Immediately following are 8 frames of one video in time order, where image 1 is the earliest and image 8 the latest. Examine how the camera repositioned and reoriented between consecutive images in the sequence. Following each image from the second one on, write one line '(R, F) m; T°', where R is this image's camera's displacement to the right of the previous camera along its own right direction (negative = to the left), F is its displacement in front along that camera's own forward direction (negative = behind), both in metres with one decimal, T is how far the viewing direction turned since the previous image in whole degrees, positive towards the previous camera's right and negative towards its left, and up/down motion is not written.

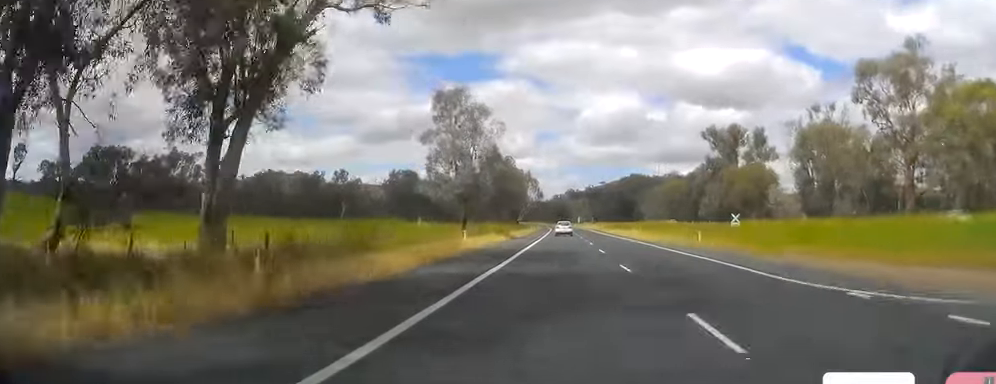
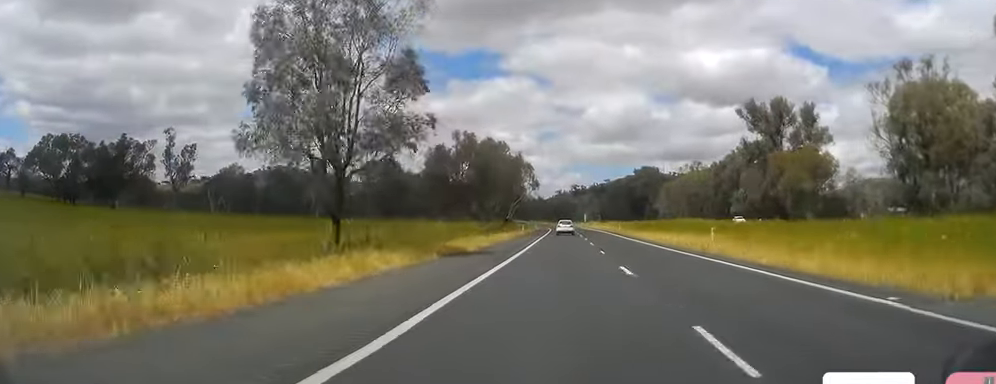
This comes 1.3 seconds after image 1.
(-0.7, +37.4) m; -1°
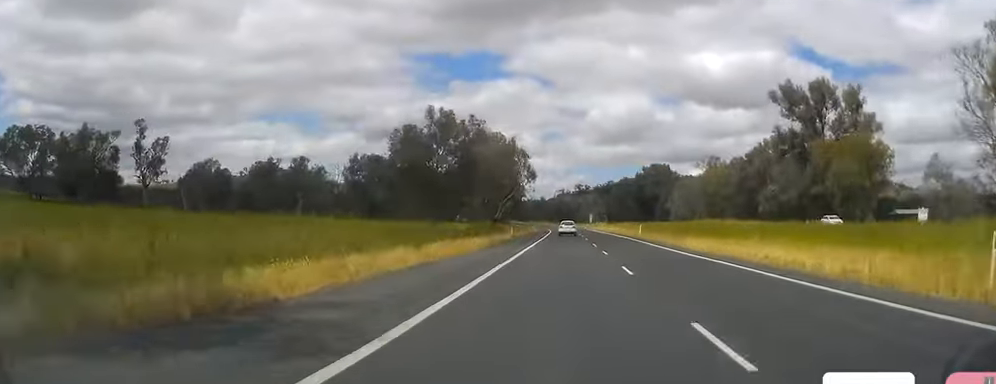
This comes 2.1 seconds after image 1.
(+0.2, +23.9) m; +1°
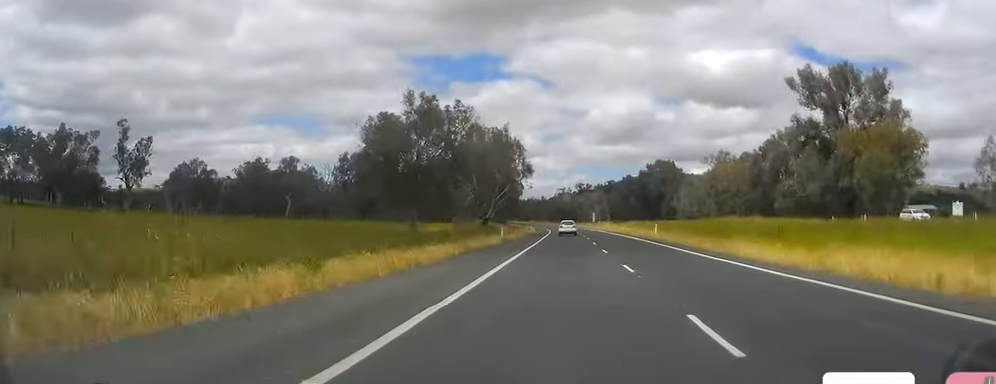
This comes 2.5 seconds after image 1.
(0.0, +11.5) m; 0°
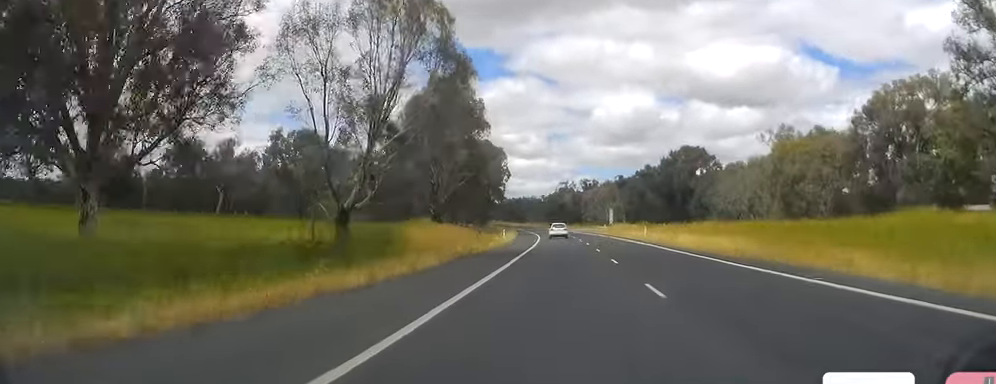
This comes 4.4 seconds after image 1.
(-0.3, +54.7) m; -1°
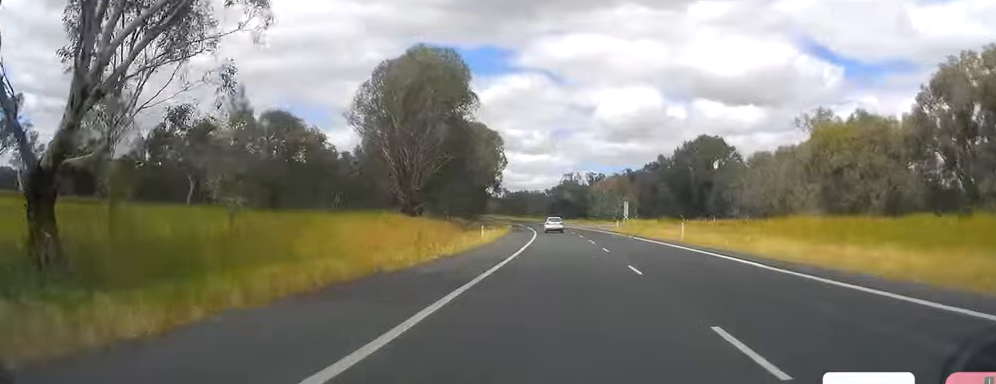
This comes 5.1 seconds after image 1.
(+0.1, +19.2) m; 0°
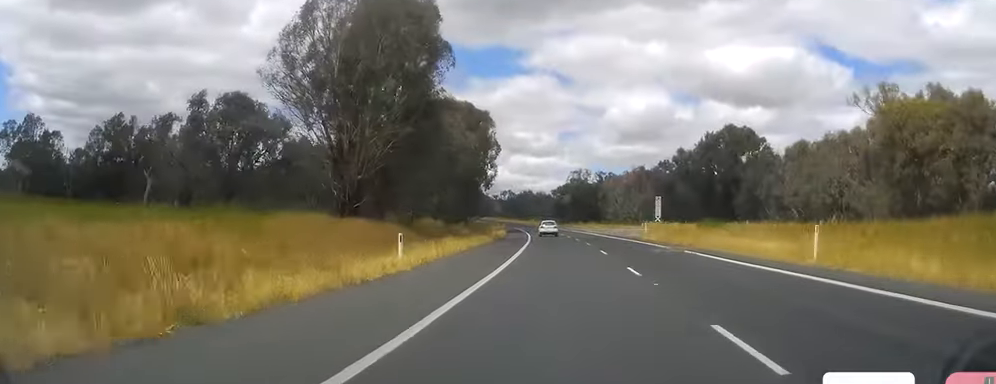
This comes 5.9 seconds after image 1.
(-0.1, +23.9) m; 0°
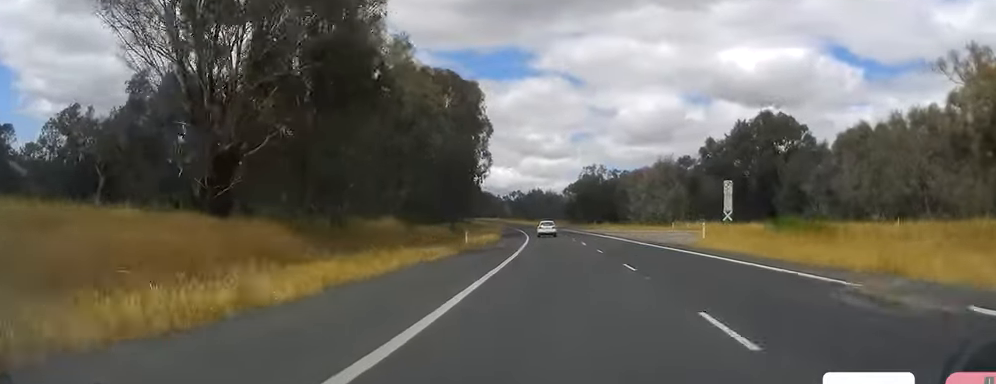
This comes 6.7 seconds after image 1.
(-0.1, +22.9) m; 0°
